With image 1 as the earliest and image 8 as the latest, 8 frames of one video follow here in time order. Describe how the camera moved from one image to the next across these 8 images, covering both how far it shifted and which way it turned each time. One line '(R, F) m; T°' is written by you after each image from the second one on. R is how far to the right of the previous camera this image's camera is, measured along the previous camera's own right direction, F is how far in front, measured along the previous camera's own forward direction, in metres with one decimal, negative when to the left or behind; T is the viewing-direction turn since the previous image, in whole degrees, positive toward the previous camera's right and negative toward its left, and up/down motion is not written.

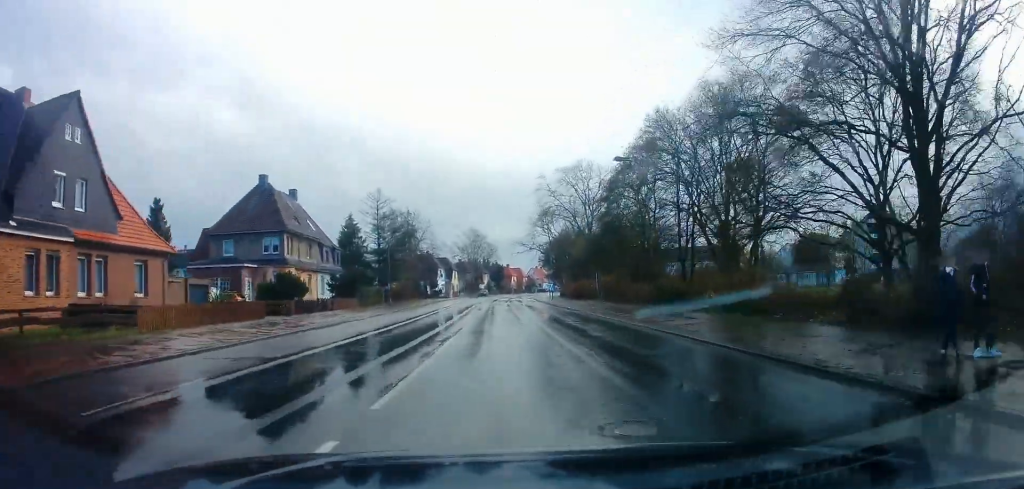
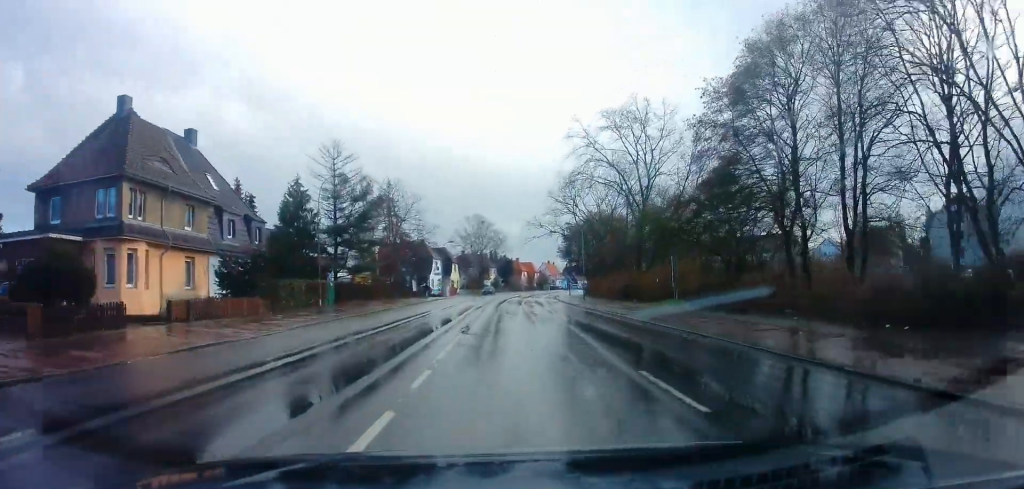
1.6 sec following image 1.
(+0.3, +22.7) m; +1°
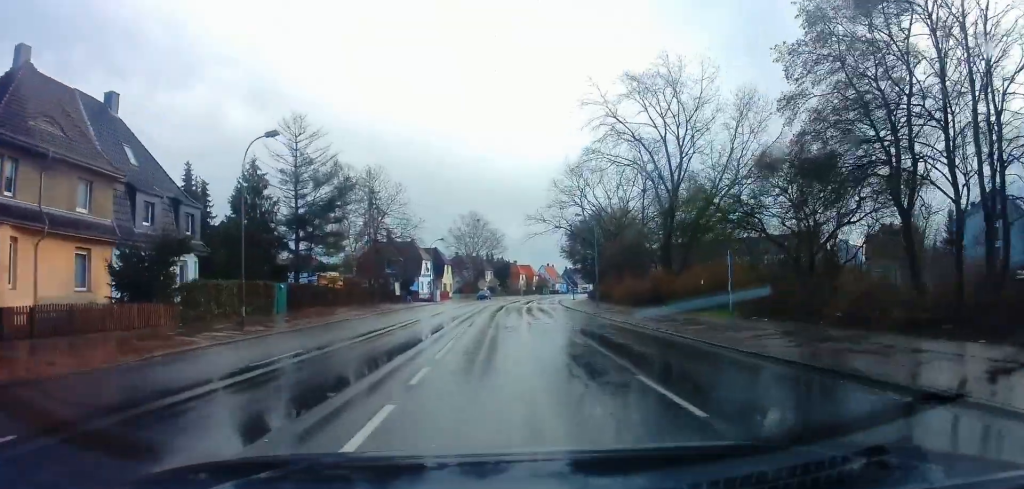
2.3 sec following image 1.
(-0.1, +9.2) m; 0°
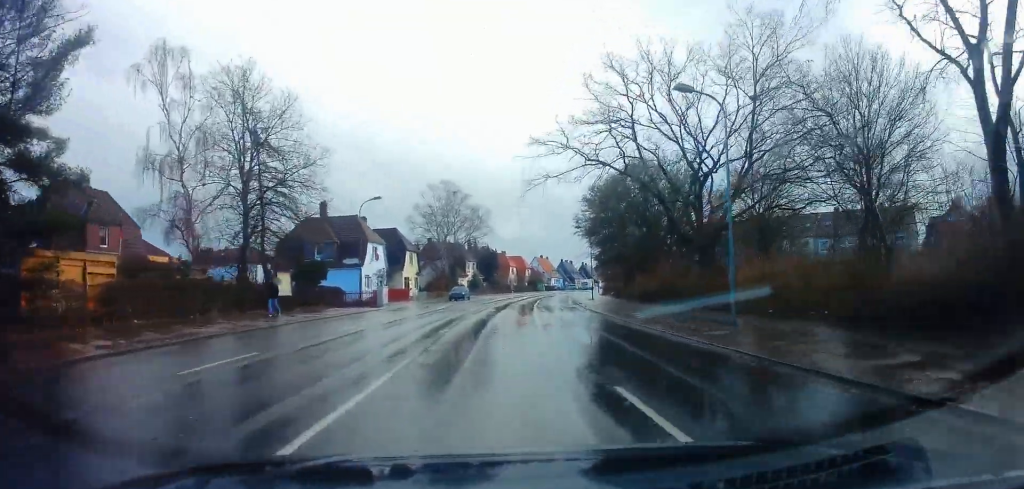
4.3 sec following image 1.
(-0.4, +28.8) m; -1°
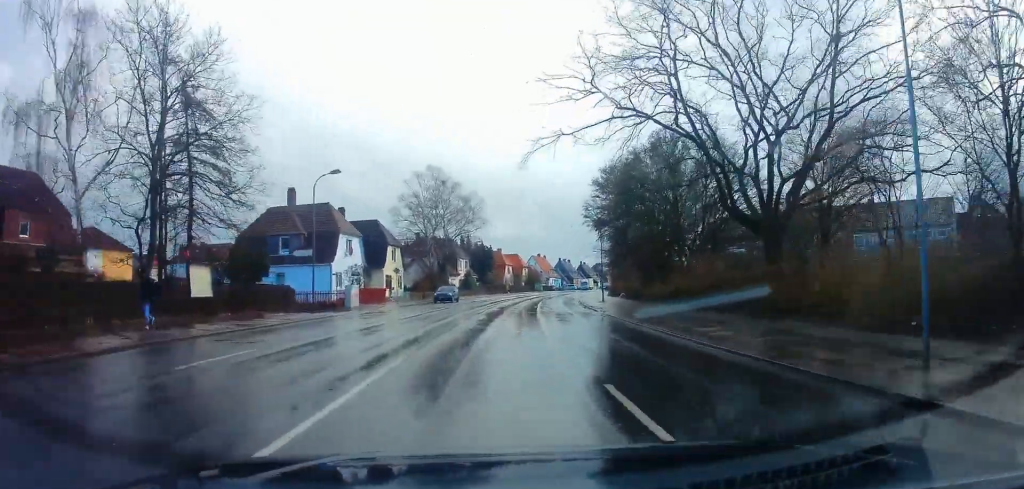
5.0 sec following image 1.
(+0.2, +8.9) m; +2°
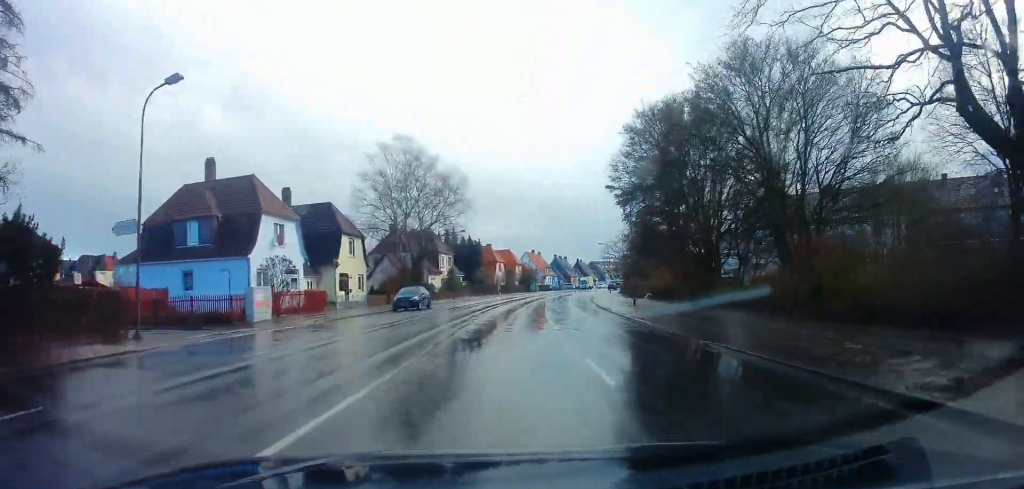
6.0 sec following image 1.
(+0.5, +15.2) m; +2°
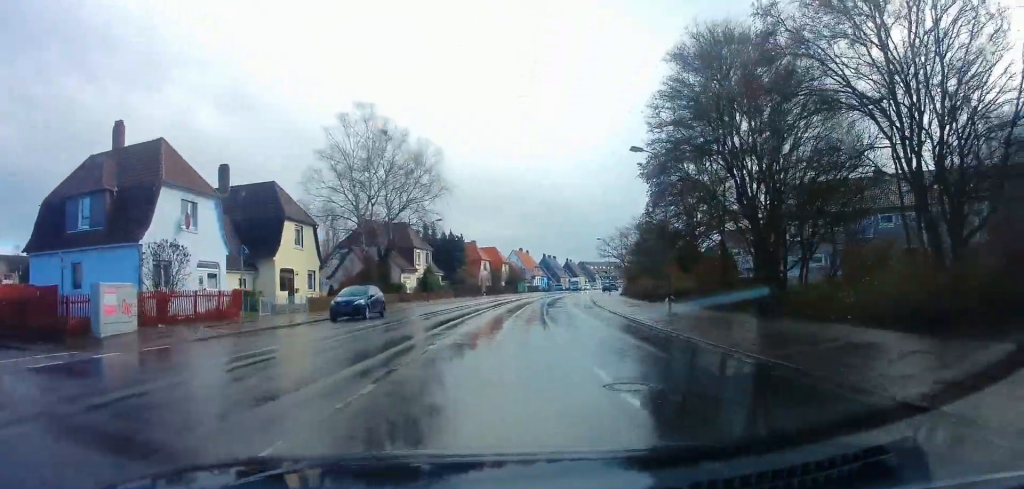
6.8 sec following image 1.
(0.0, +10.5) m; +1°
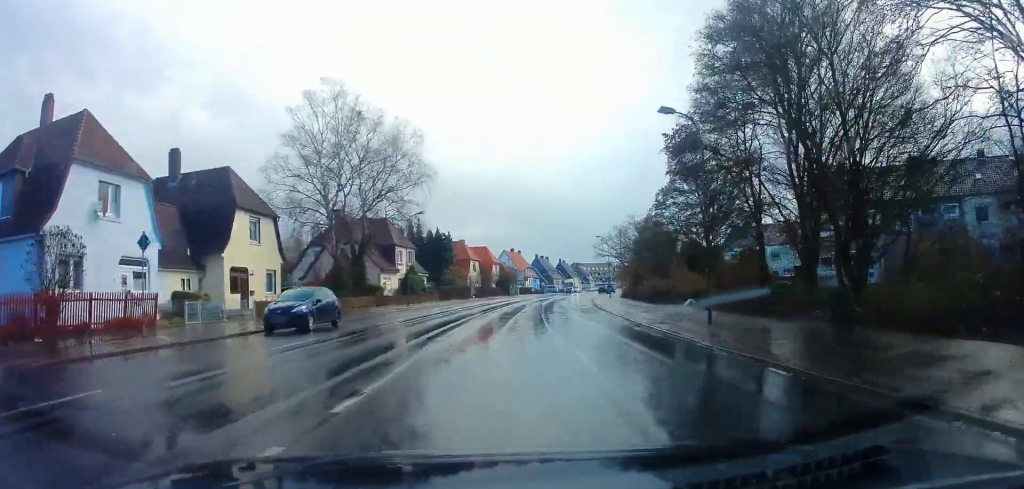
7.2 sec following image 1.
(-0.2, +6.3) m; +1°
